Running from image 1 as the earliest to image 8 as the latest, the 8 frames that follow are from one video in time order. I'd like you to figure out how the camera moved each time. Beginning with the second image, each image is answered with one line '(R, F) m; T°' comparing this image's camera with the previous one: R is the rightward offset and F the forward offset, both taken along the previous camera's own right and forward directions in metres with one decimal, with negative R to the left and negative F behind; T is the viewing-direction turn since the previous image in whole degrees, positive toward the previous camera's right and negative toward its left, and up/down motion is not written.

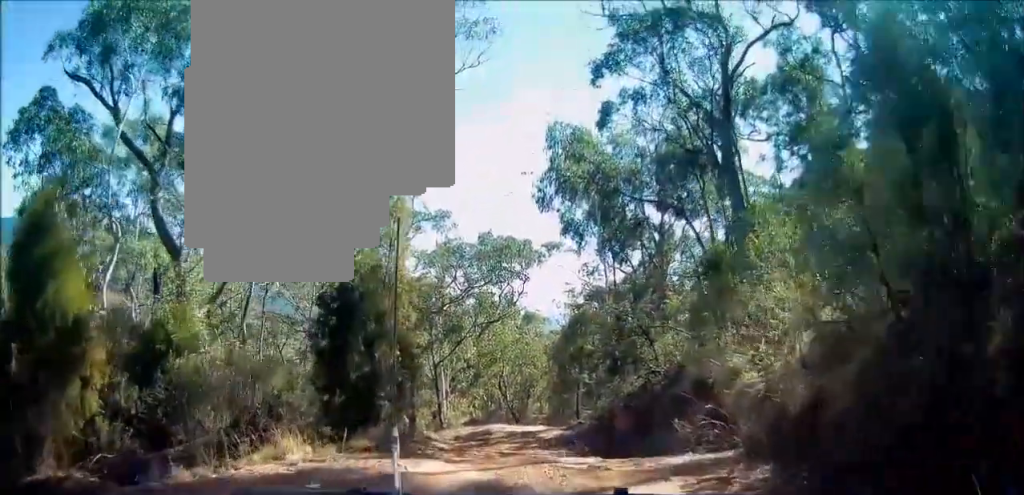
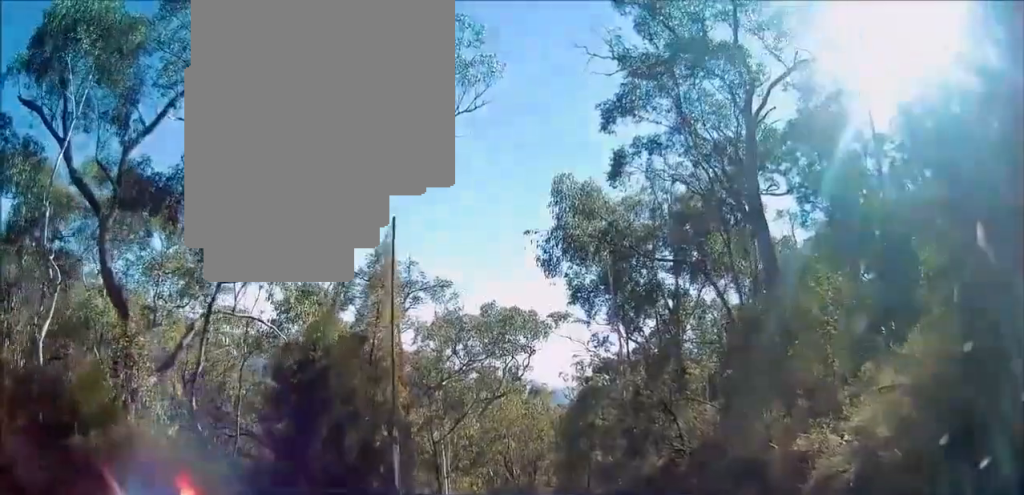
(0.0, +2.4) m; 0°
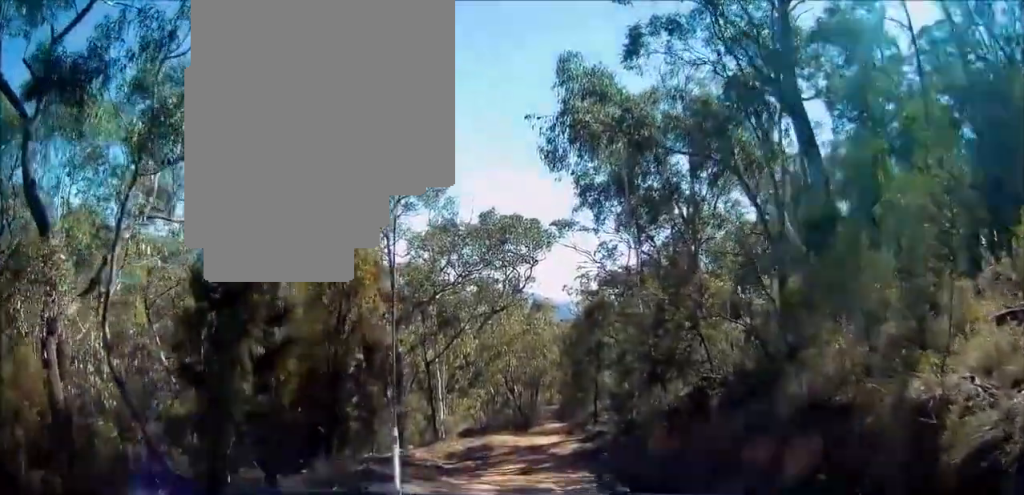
(0.0, +2.9) m; 0°
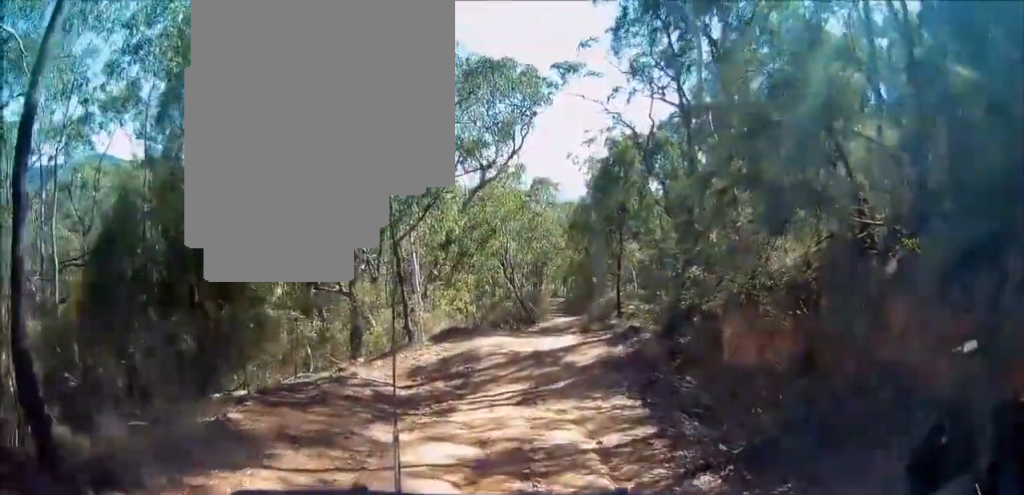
(0.0, +7.1) m; -2°
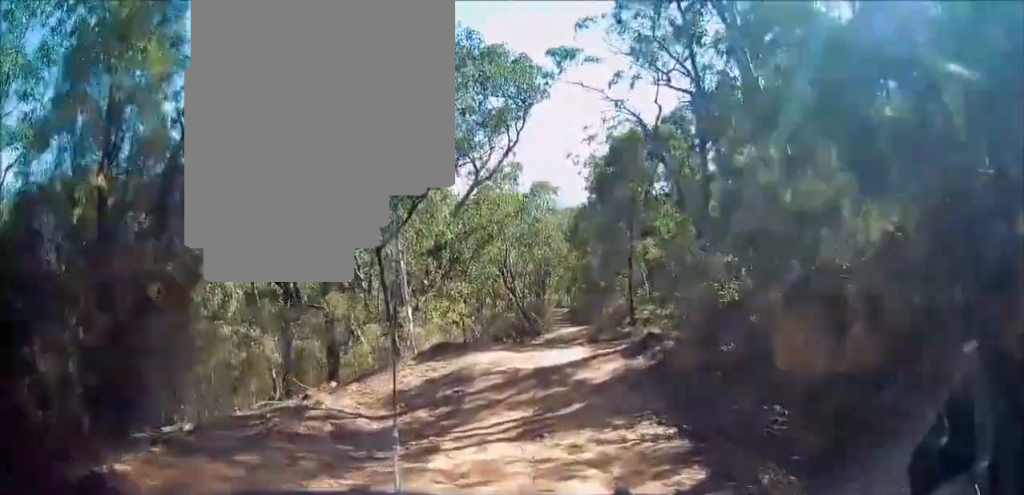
(-0.1, +2.3) m; 0°
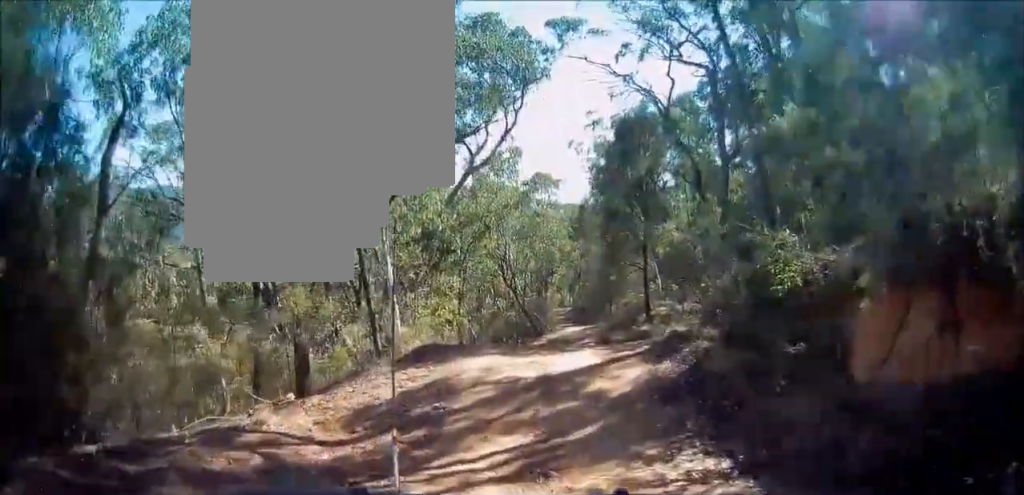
(-0.1, +2.5) m; 0°
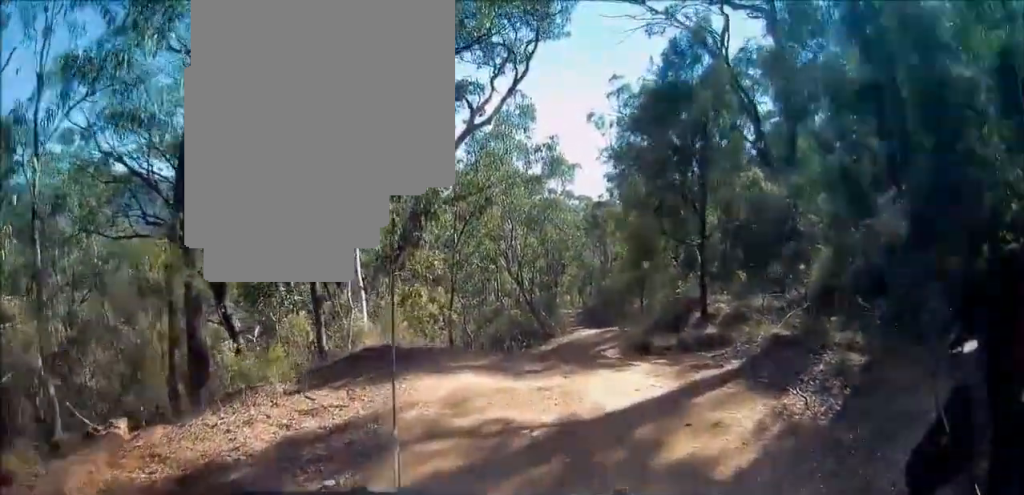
(+0.1, +5.1) m; +1°
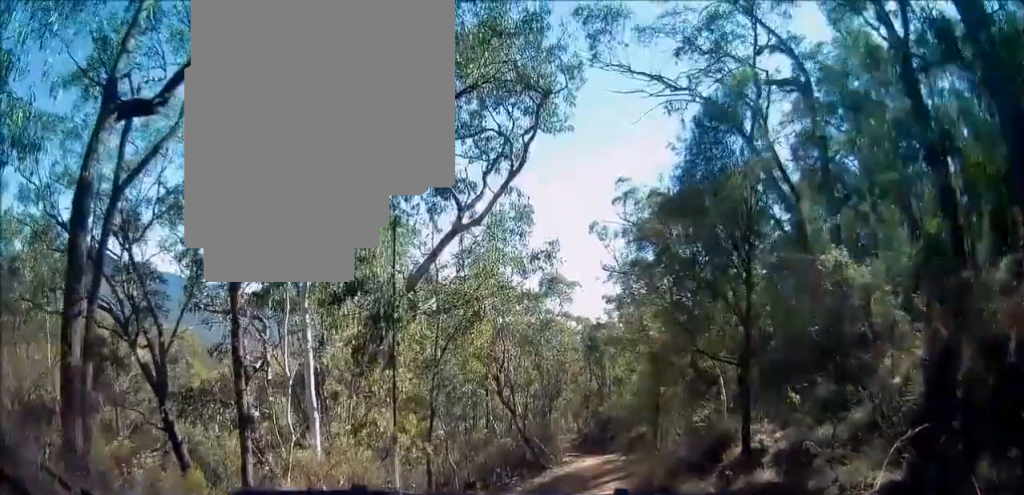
(-0.1, +3.3) m; +4°
